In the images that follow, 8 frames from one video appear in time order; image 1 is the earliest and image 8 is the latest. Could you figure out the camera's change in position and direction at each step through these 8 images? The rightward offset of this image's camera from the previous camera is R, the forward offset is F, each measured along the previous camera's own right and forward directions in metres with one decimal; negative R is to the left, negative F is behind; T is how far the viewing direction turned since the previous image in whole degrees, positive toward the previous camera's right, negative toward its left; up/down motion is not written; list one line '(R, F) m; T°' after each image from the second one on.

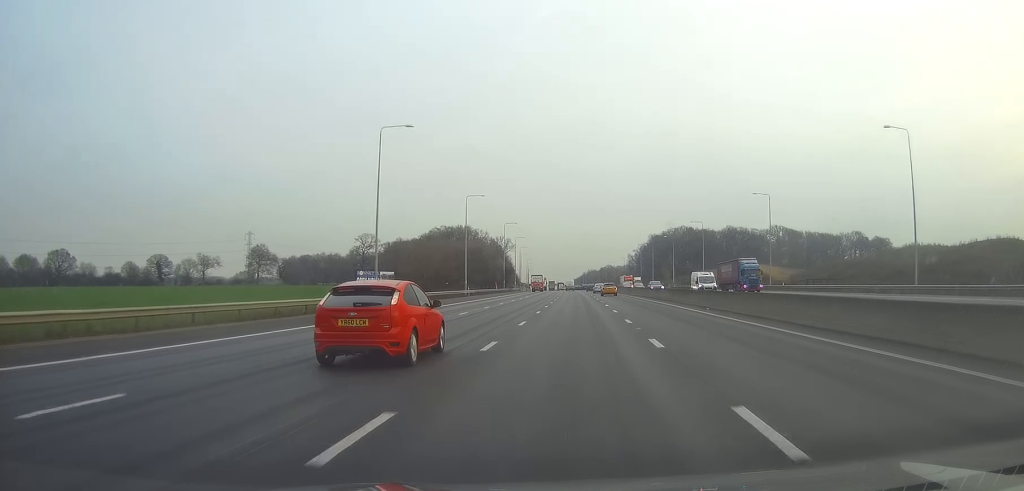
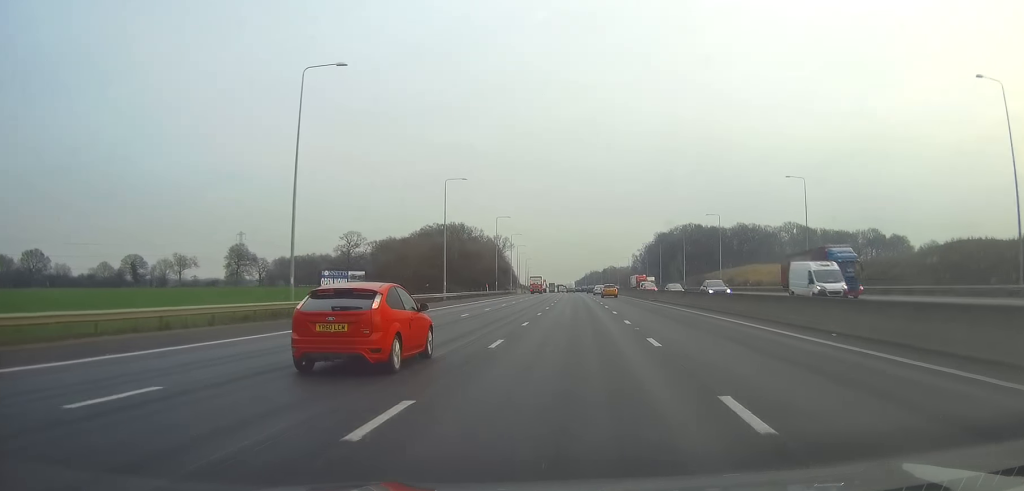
(0.0, +18.3) m; 0°
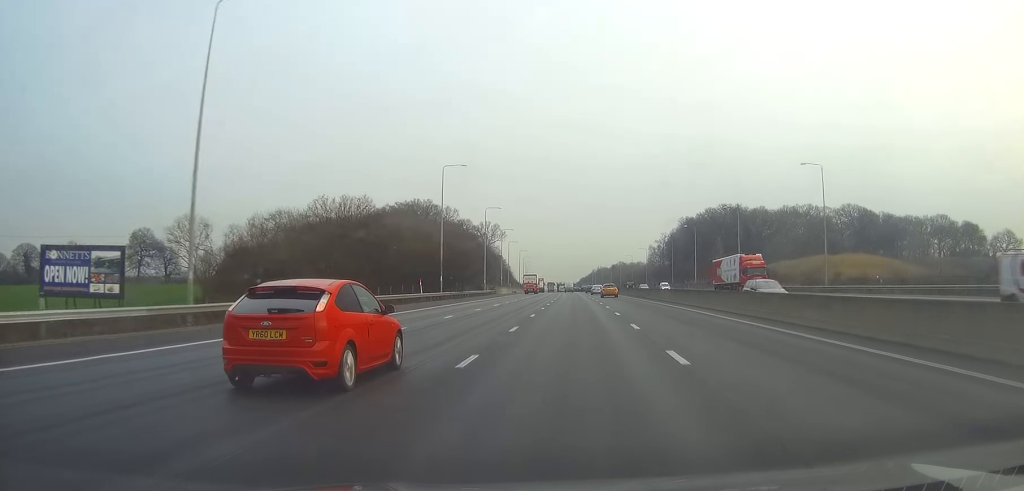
(0.0, +61.0) m; 0°
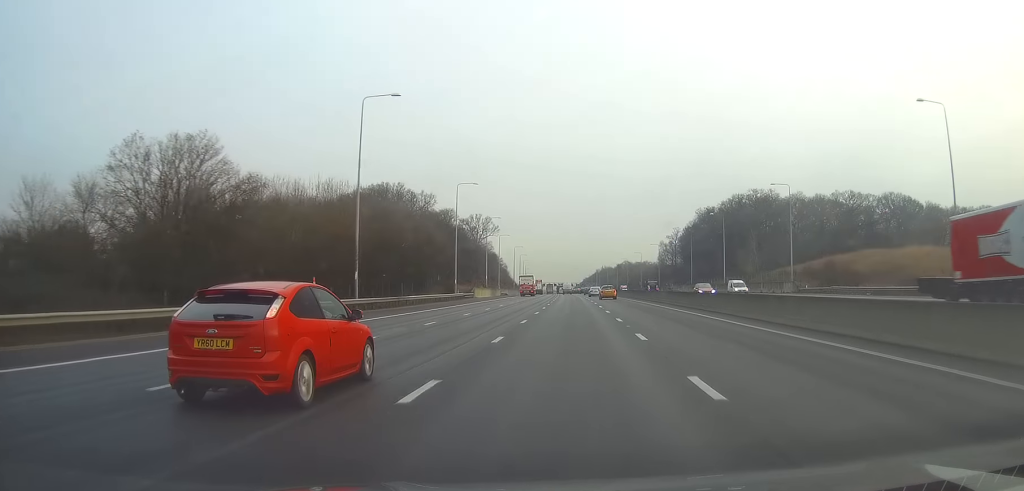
(-0.2, +31.6) m; 0°
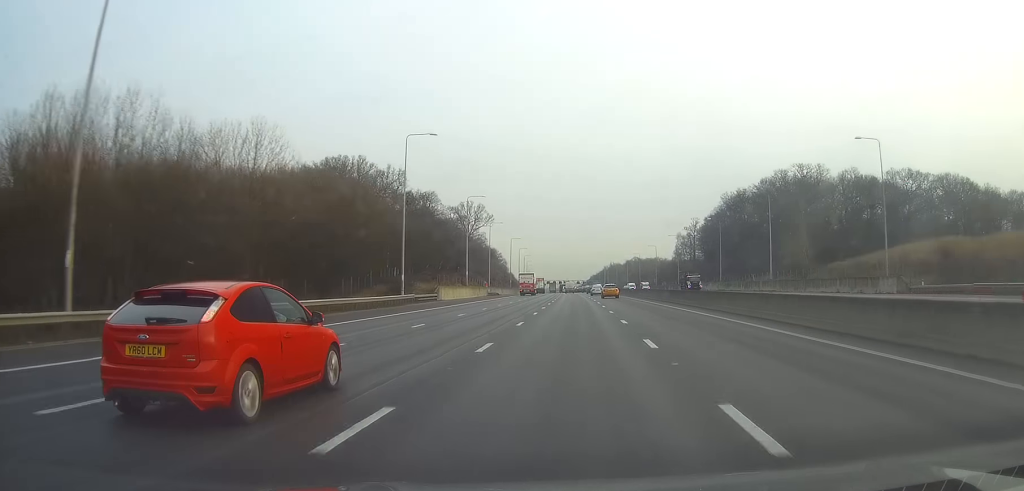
(-0.1, +30.4) m; 0°
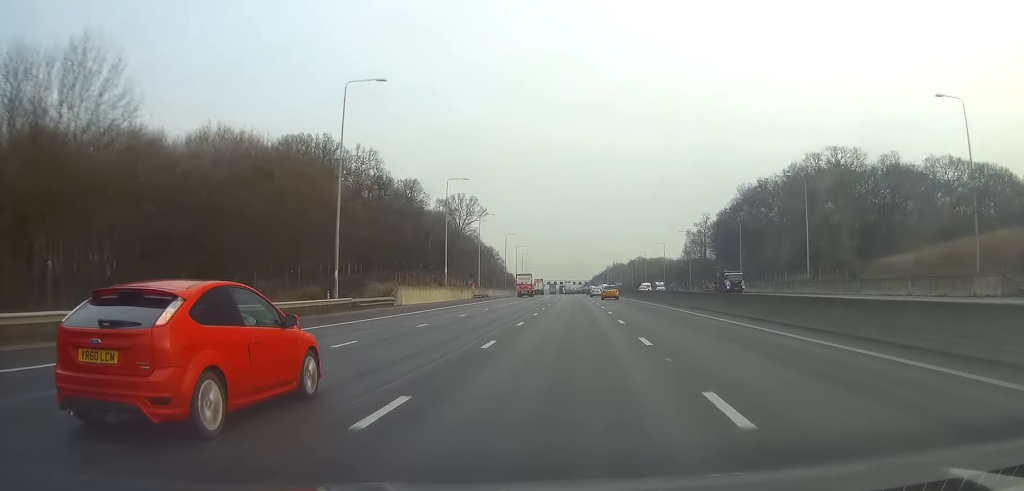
(0.0, +18.0) m; 0°
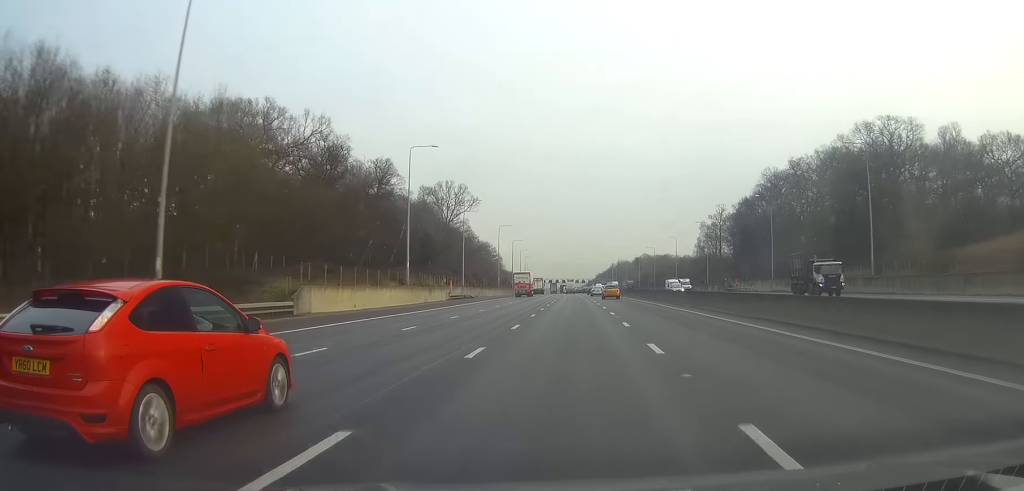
(-0.1, +21.3) m; 0°
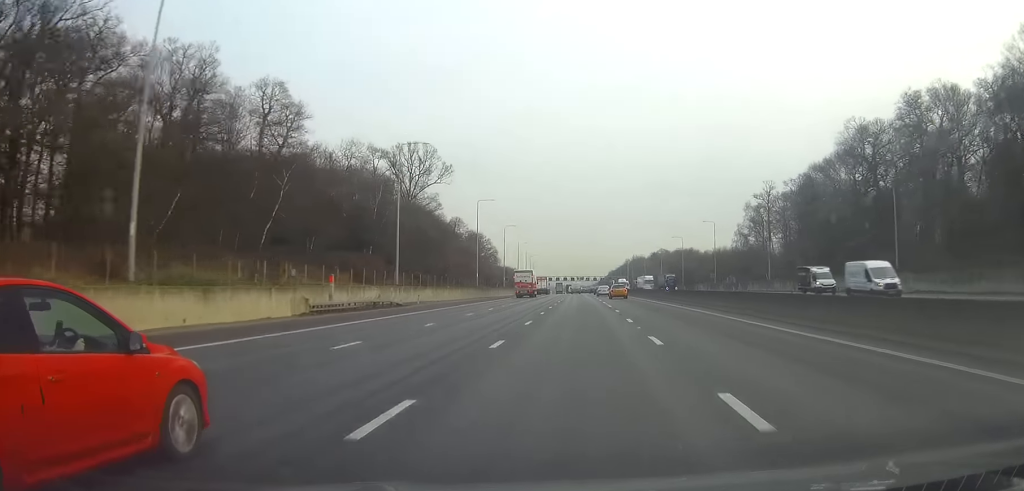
(-0.2, +46.3) m; 0°
